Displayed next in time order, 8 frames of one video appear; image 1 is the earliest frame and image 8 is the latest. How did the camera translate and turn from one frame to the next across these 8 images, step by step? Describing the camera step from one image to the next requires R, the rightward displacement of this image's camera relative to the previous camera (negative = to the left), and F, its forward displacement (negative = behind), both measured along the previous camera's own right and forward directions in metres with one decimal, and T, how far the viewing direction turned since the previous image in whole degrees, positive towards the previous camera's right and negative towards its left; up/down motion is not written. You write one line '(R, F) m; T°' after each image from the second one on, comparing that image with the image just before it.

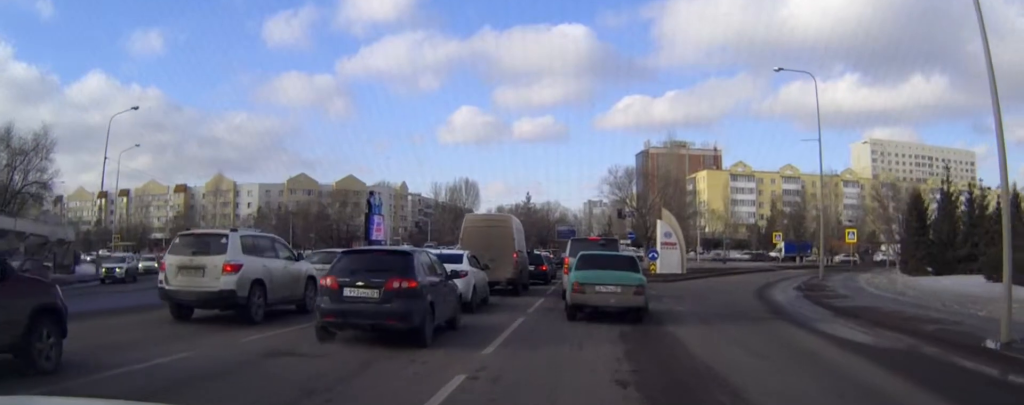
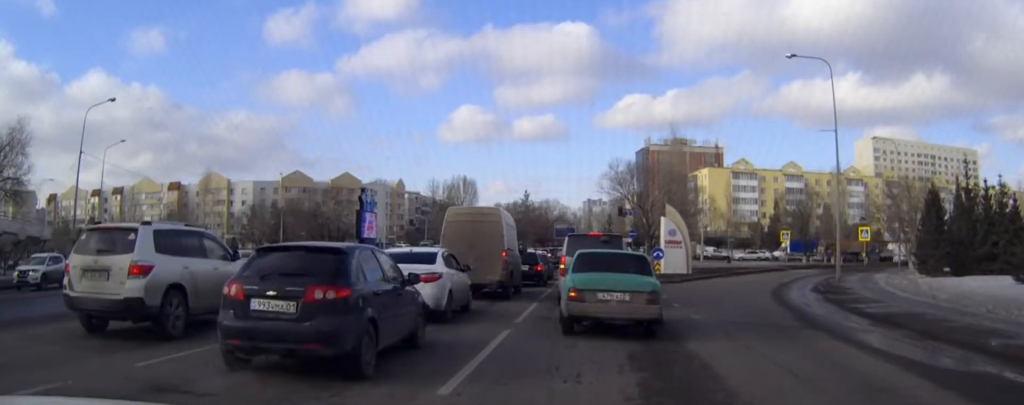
(0.0, +2.6) m; 0°
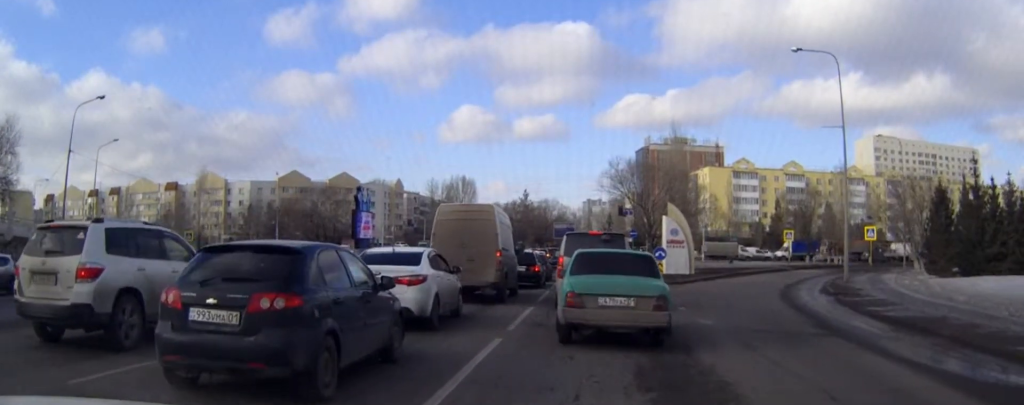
(0.0, +1.1) m; 0°
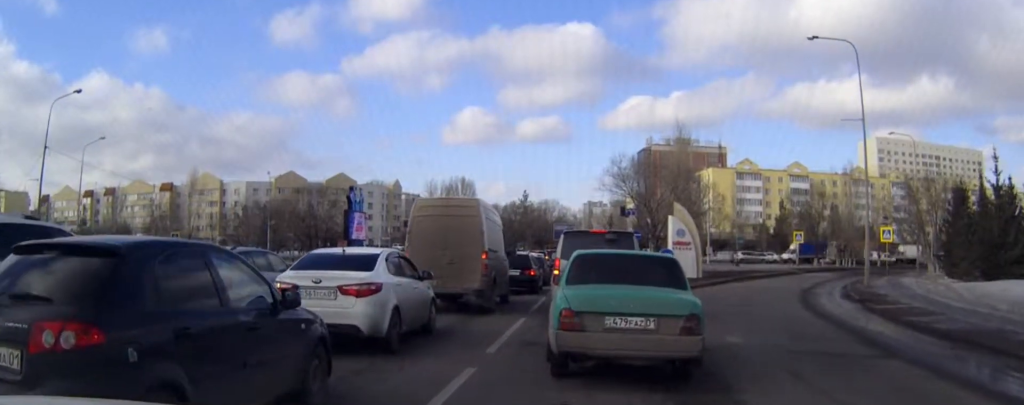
(0.0, +2.3) m; 0°
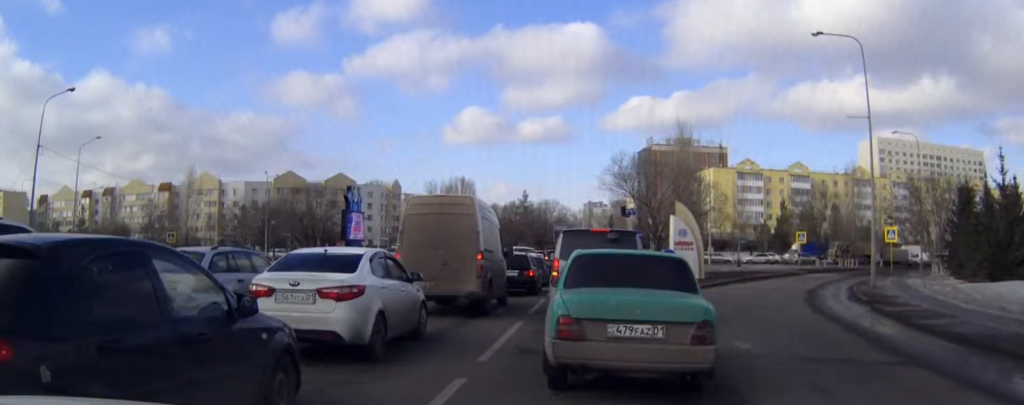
(0.0, +0.6) m; 0°
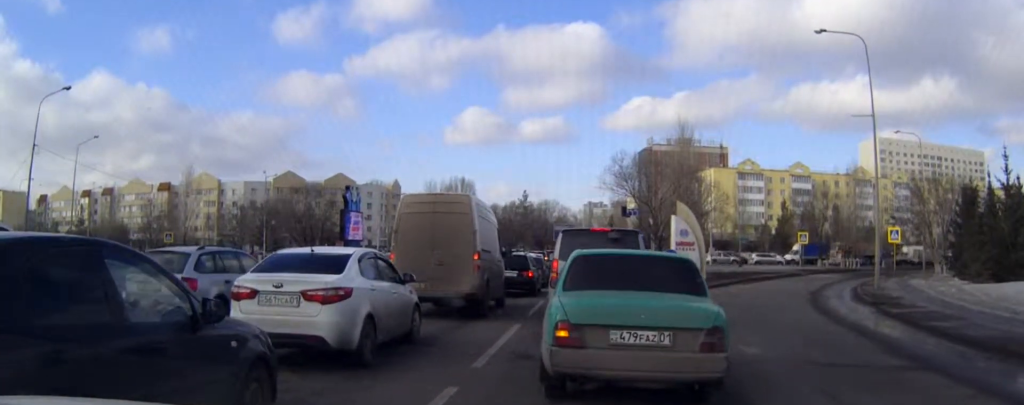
(0.0, +0.4) m; 0°
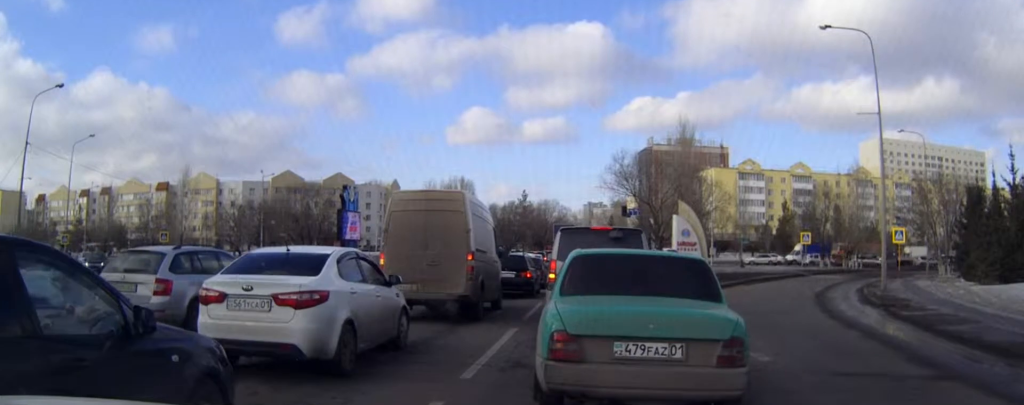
(0.0, +0.6) m; 0°
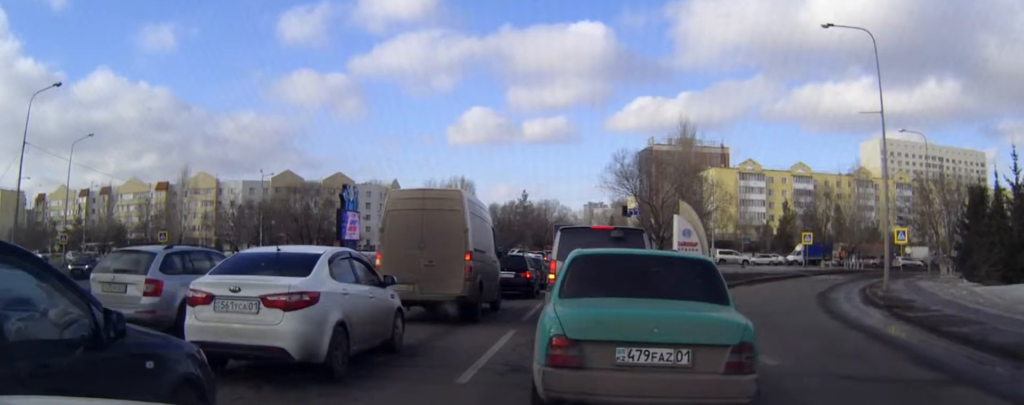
(0.0, +0.2) m; 0°
